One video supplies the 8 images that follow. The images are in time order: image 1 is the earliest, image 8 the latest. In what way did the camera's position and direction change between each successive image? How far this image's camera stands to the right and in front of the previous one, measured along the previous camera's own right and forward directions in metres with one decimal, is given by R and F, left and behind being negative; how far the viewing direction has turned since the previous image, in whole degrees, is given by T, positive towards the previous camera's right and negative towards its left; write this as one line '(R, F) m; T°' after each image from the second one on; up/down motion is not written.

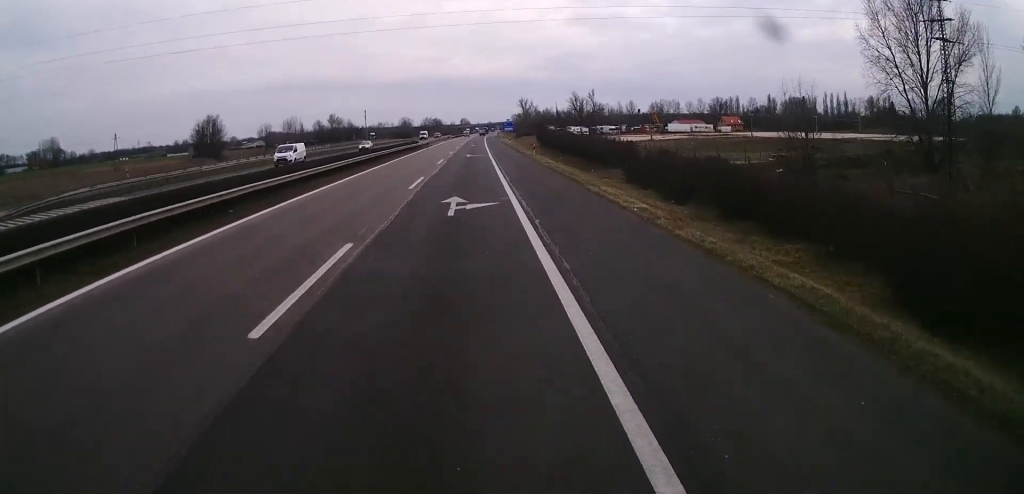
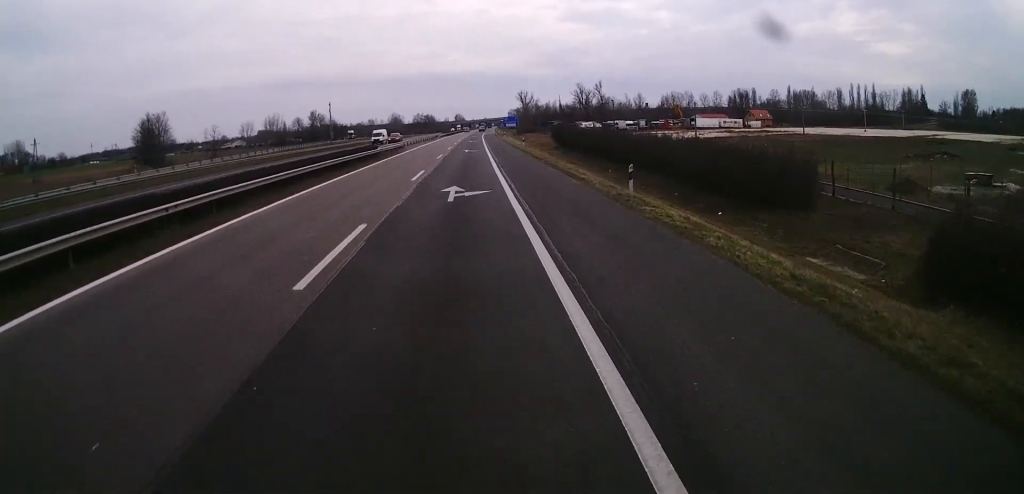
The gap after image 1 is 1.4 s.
(+0.5, +34.8) m; +1°
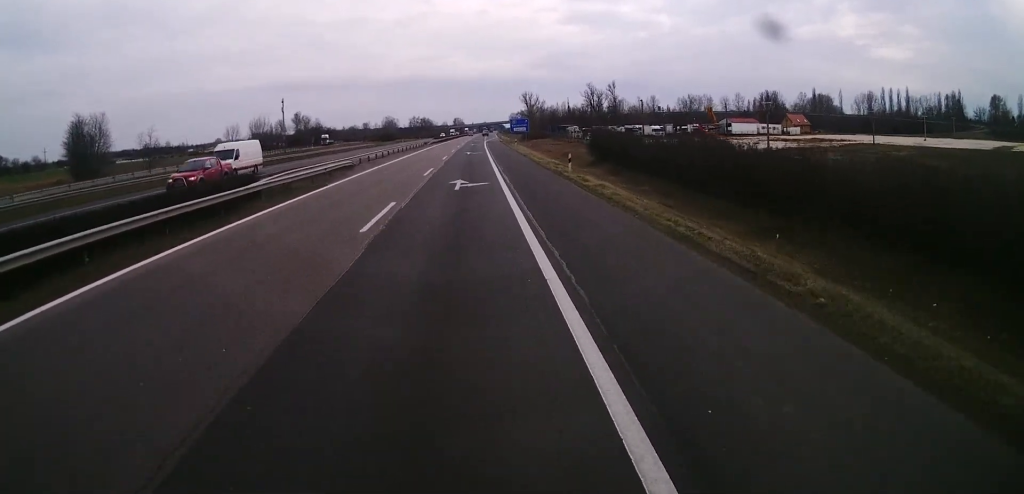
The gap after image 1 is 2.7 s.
(-0.1, +31.4) m; 0°
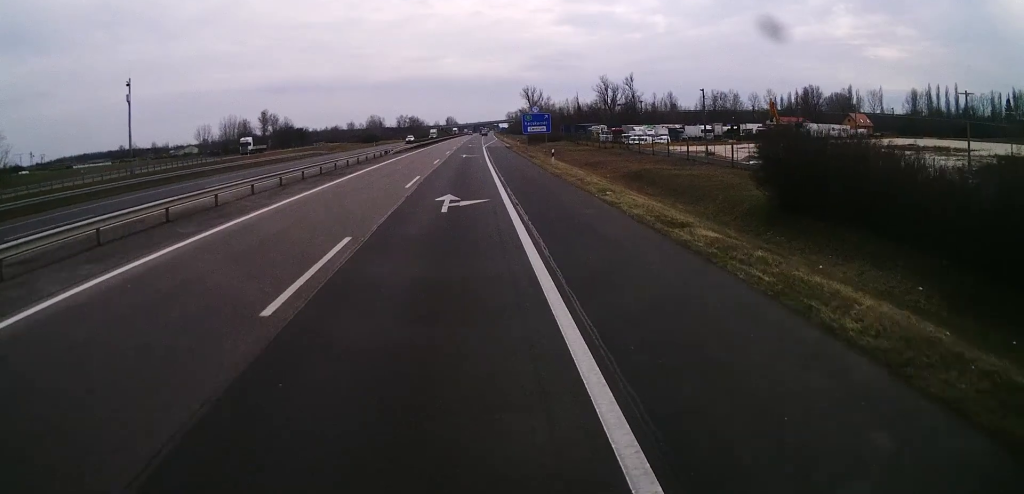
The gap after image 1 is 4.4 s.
(-0.1, +43.8) m; 0°
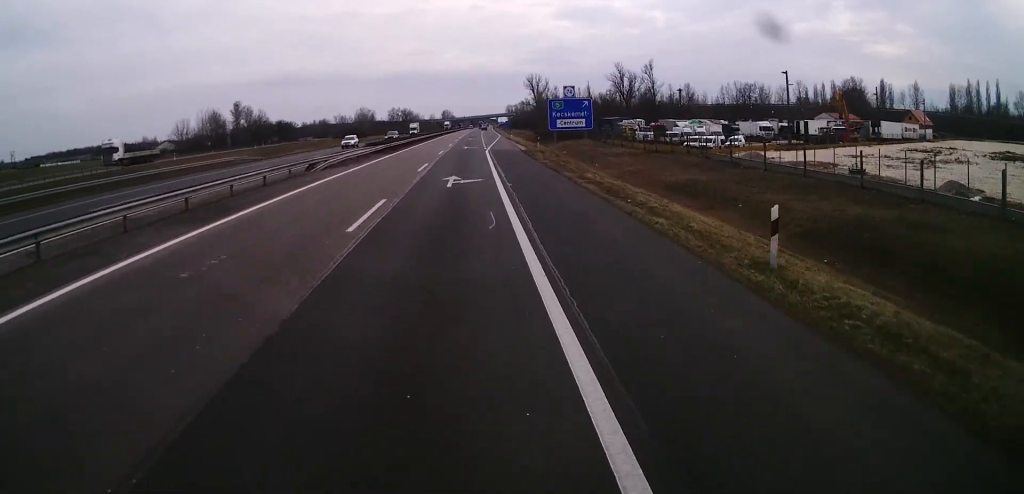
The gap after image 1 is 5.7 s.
(+0.1, +30.7) m; +1°
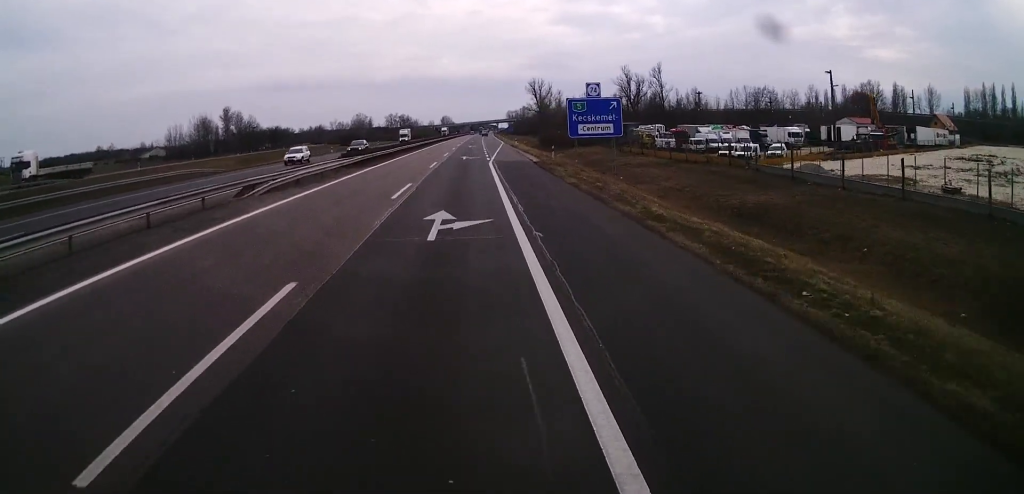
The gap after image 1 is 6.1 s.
(+0.2, +10.8) m; 0°
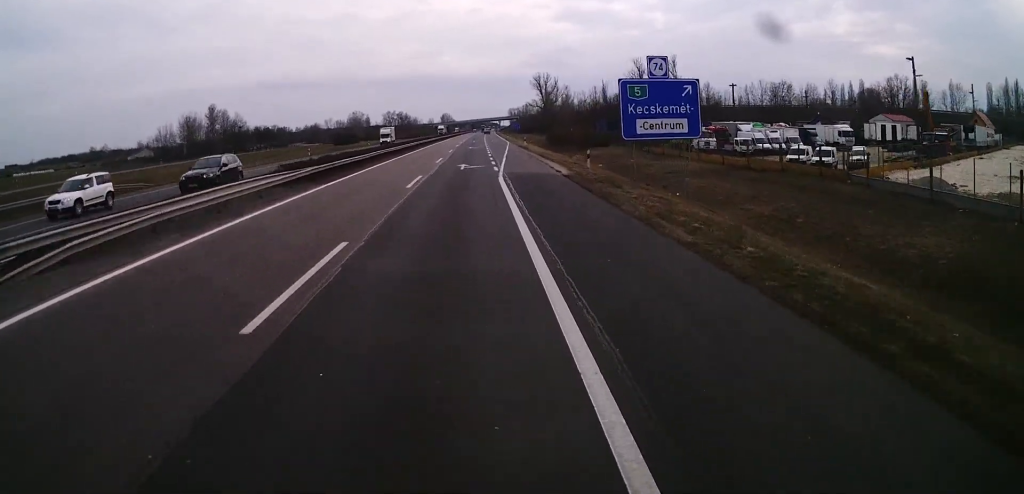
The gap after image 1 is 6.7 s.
(-0.1, +14.9) m; 0°
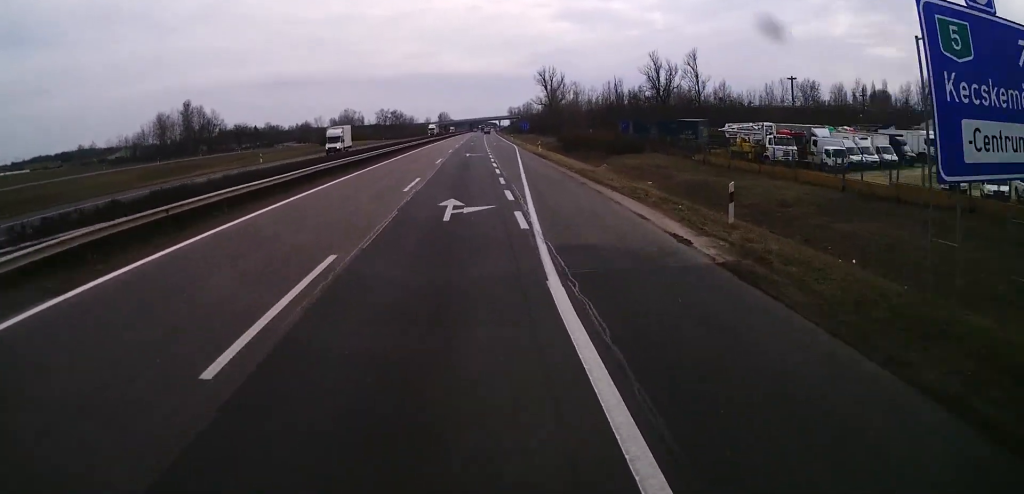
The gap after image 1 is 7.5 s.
(-0.2, +19.8) m; -1°
